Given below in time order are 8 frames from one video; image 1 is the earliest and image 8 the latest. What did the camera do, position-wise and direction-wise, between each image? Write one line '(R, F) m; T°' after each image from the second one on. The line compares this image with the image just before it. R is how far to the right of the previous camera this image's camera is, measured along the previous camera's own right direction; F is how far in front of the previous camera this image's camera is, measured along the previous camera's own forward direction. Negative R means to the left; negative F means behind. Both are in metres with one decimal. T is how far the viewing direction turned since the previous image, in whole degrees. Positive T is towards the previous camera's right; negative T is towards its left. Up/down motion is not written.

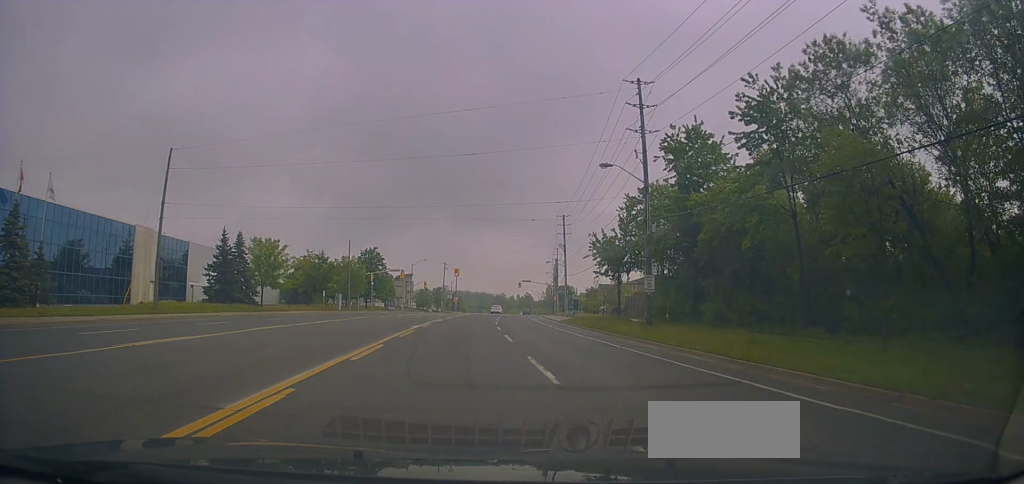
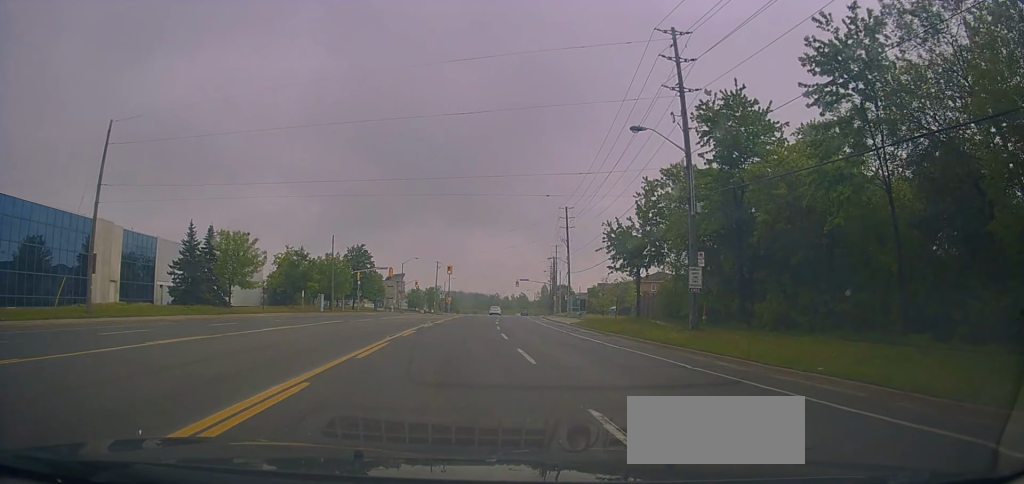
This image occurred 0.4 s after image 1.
(+0.1, +6.5) m; +1°
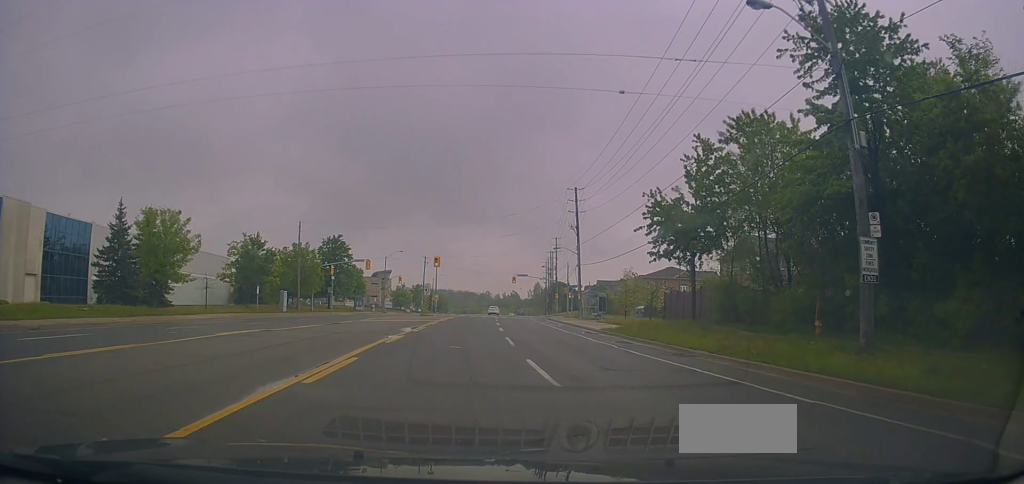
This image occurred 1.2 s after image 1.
(-0.1, +12.0) m; 0°
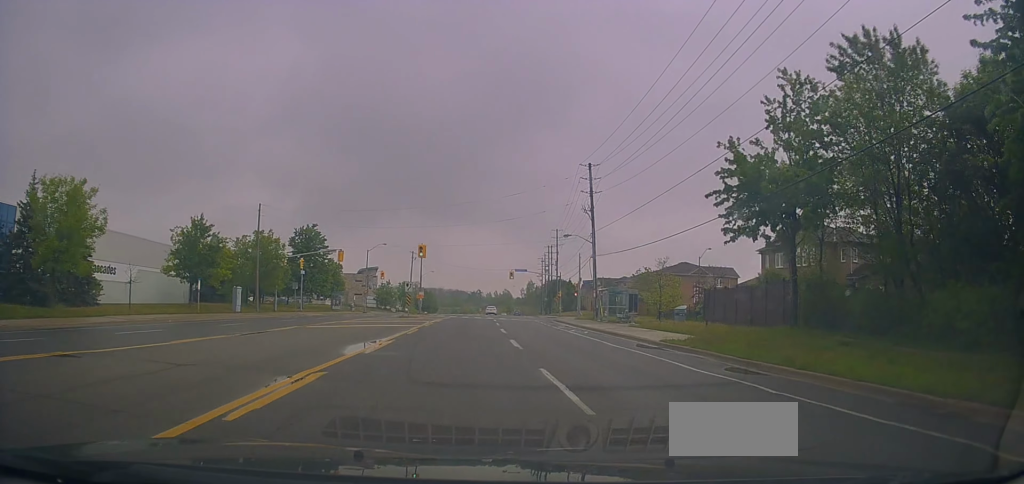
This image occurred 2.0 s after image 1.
(+0.1, +11.5) m; 0°
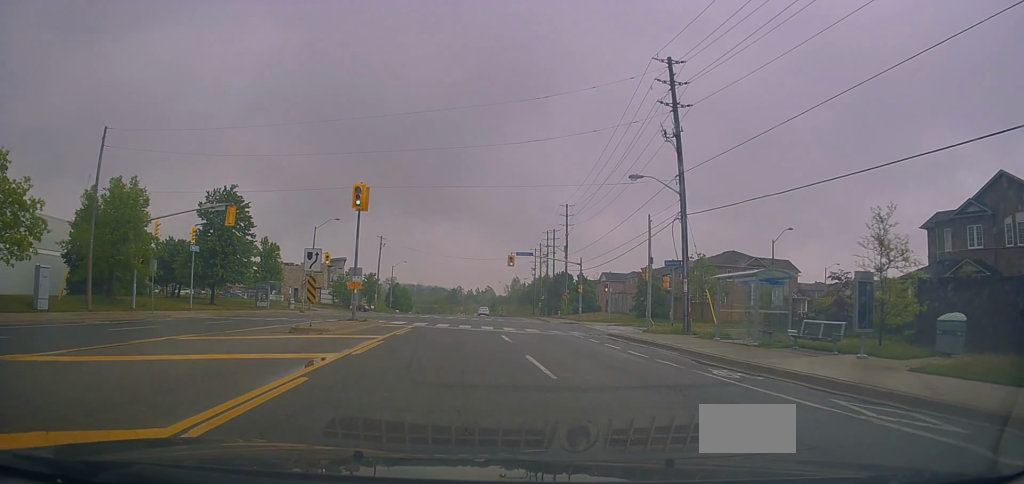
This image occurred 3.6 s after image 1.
(+0.2, +24.3) m; +2°
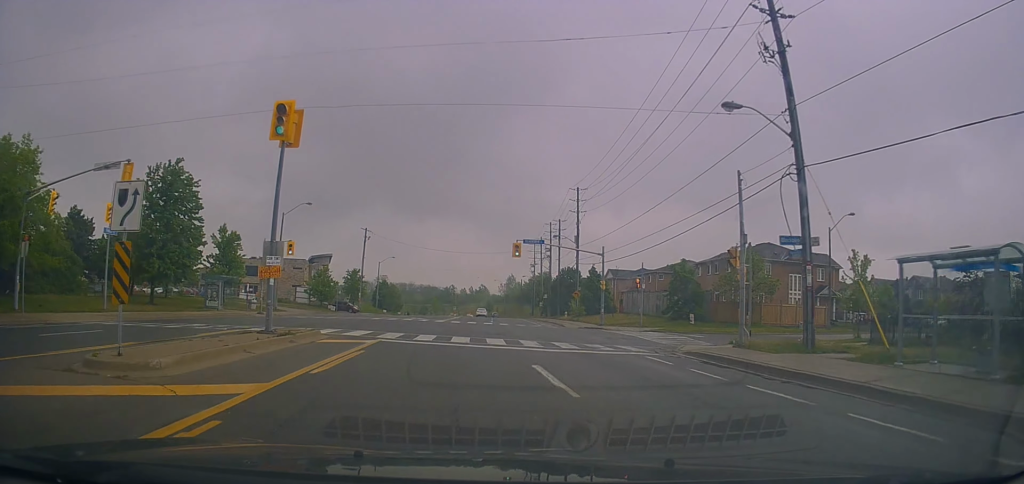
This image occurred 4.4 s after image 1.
(+0.4, +11.4) m; 0°
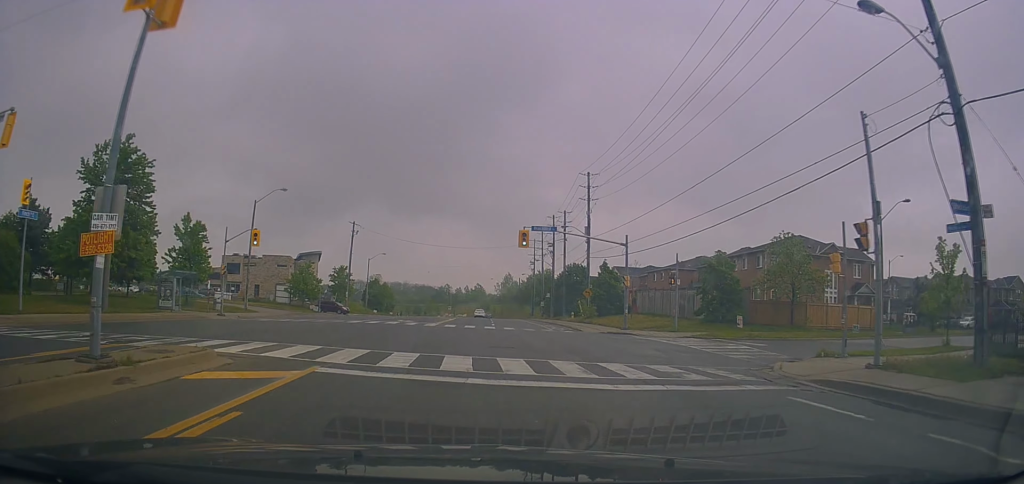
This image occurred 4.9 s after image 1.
(-0.3, +7.6) m; +1°
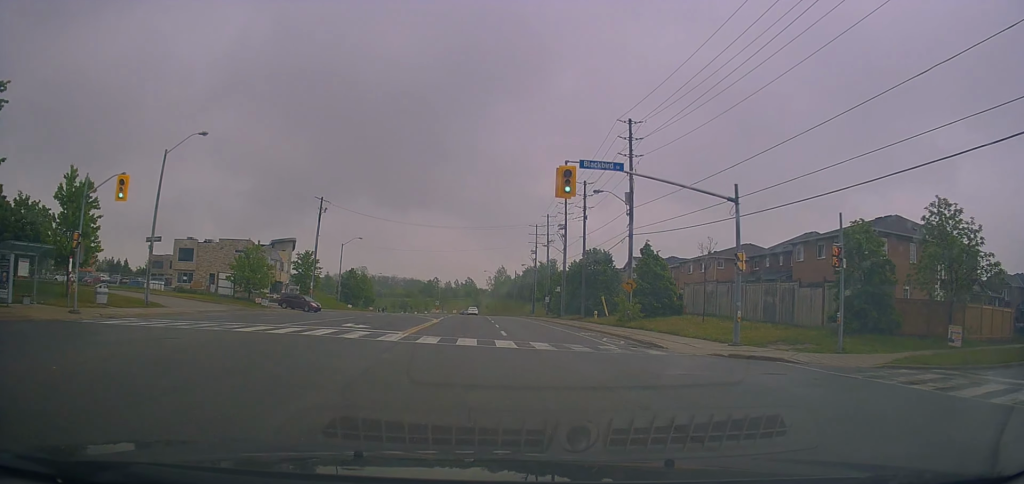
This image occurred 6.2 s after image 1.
(+0.6, +17.0) m; +4°
